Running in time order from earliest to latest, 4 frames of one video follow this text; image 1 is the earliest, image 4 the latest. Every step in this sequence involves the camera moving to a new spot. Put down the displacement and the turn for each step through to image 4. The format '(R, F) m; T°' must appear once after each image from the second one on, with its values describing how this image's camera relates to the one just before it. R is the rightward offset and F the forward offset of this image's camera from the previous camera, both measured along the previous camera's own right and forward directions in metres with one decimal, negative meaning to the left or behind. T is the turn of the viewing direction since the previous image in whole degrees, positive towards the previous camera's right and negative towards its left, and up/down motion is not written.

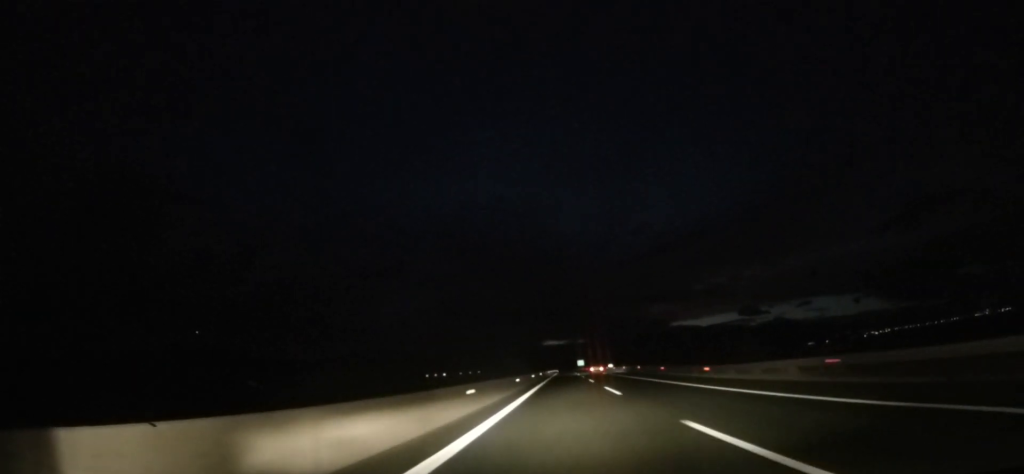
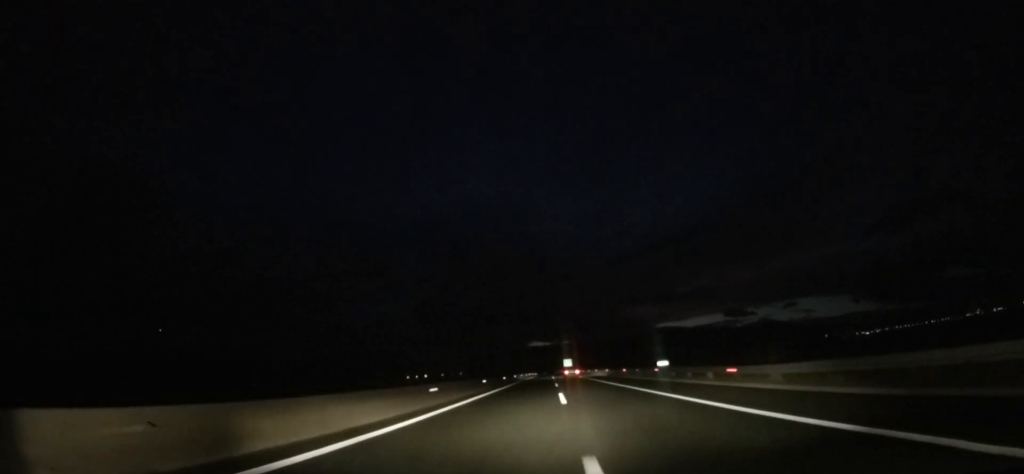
(+1.3, +75.8) m; +1°
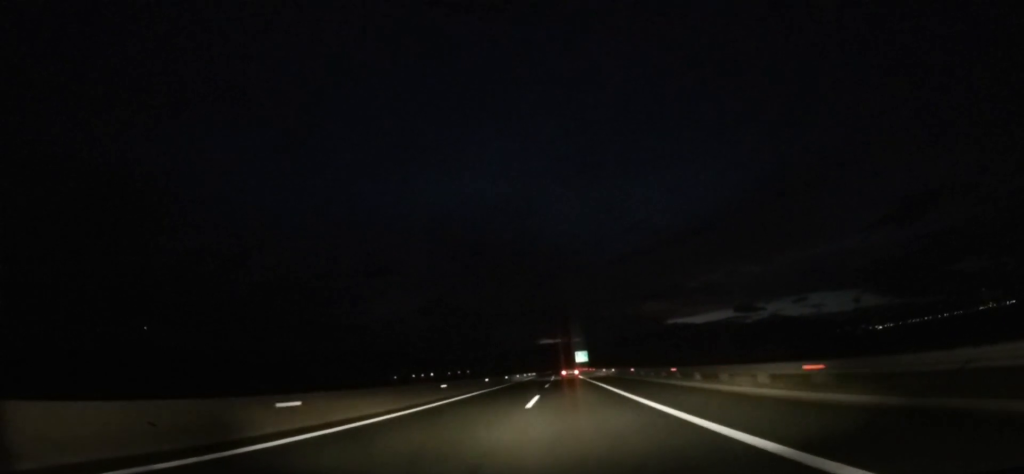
(-0.1, +72.8) m; 0°
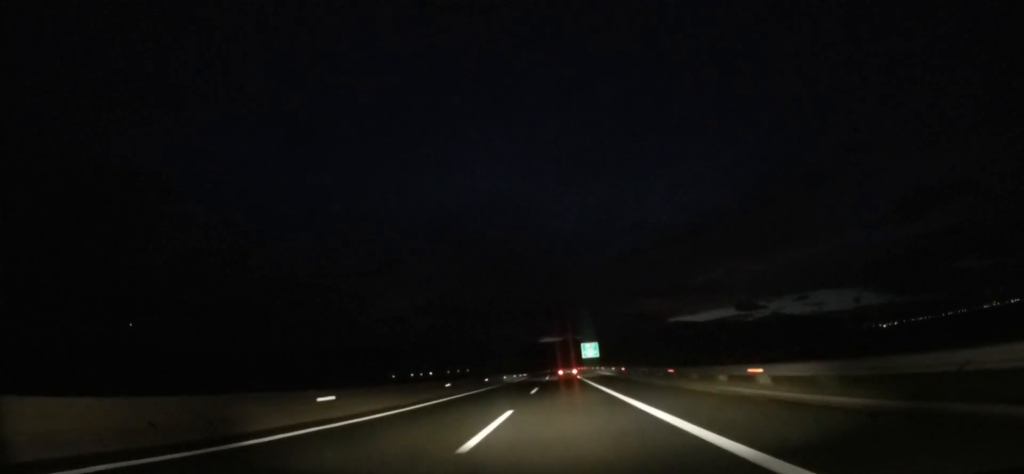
(-0.1, +44.5) m; 0°
